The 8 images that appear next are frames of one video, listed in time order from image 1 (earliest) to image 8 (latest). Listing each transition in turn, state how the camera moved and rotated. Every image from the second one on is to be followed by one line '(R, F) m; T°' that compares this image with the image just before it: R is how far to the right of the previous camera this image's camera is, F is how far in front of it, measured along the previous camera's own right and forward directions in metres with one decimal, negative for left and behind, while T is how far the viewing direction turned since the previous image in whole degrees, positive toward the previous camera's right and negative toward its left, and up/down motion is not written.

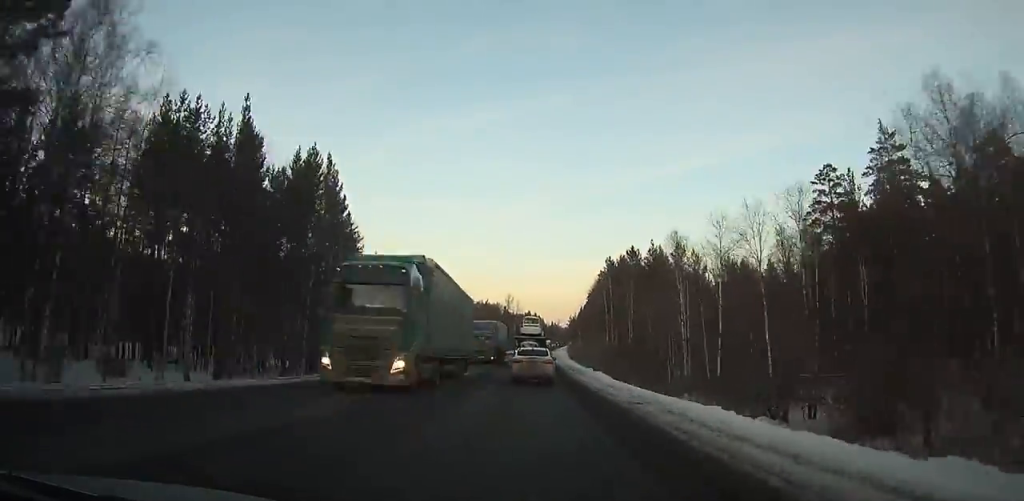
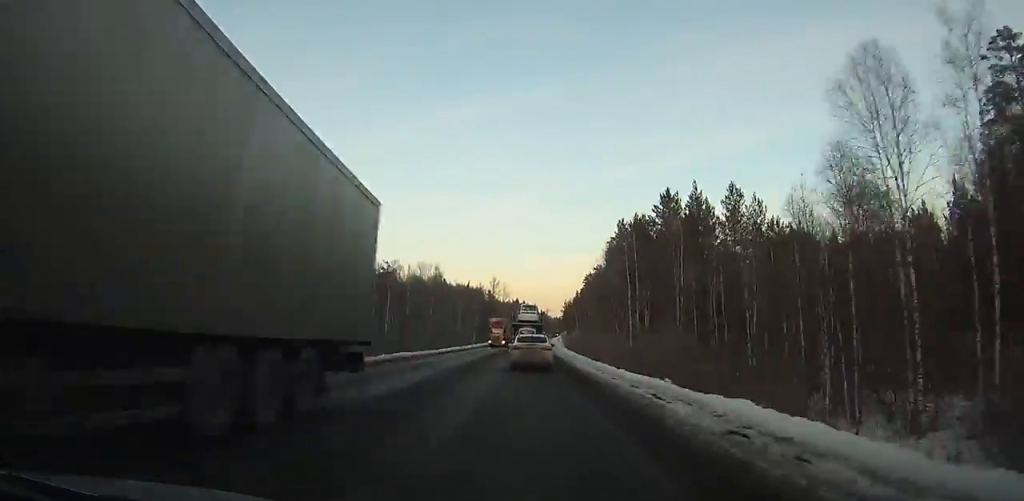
(+0.4, +32.3) m; +1°
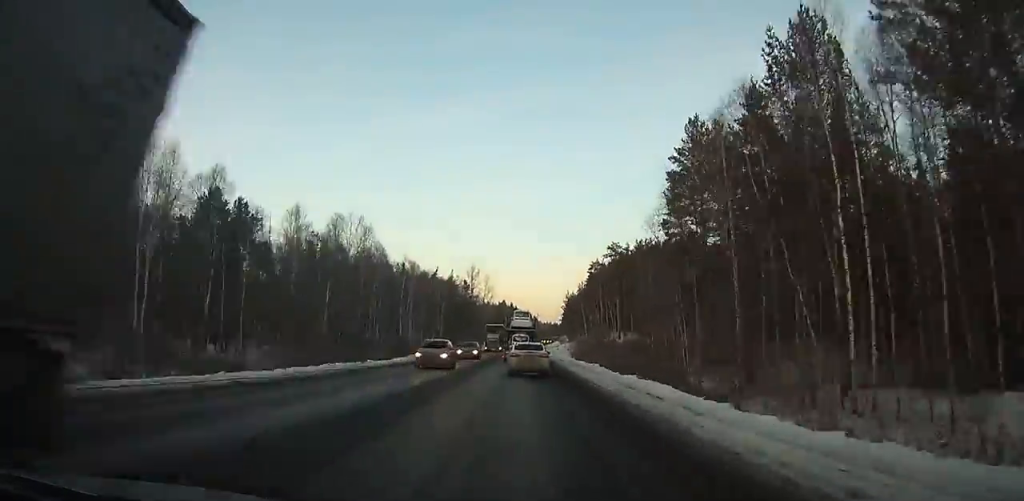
(+0.5, +53.3) m; +1°
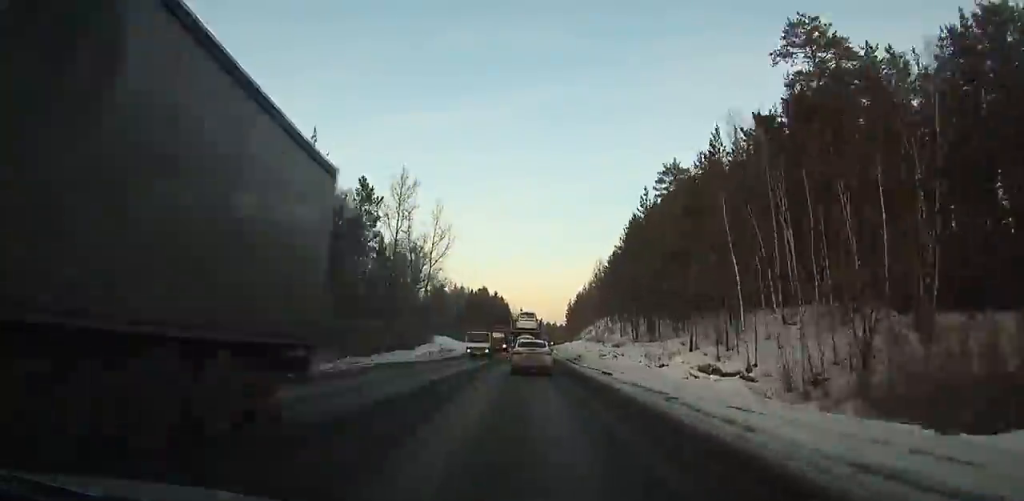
(+2.5, +99.7) m; +8°
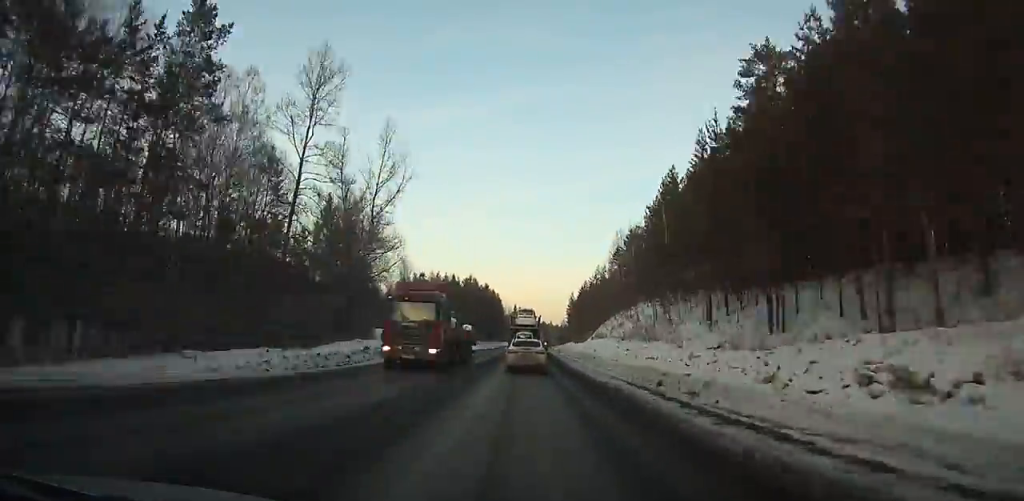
(-2.0, +35.9) m; +5°
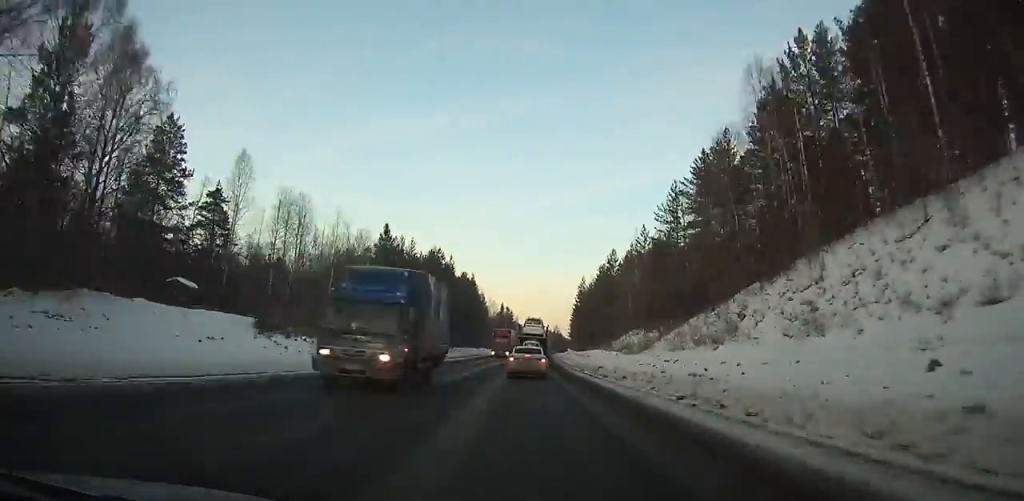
(+11.4, +64.8) m; -10°
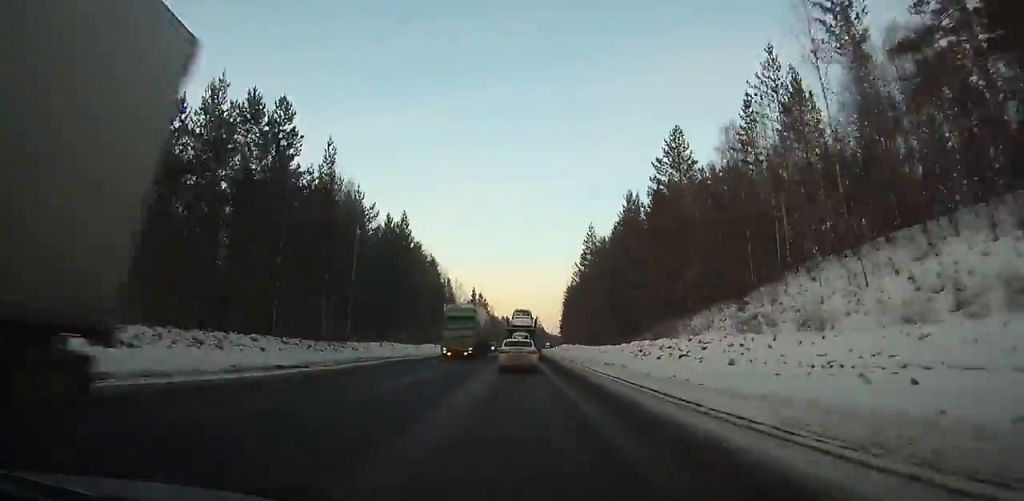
(-16.9, +44.5) m; -8°
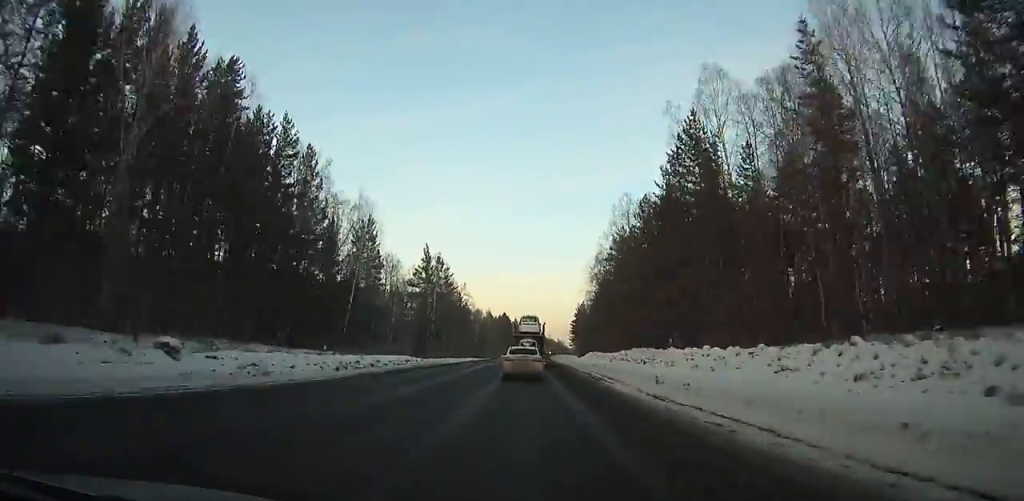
(+8.2, +93.9) m; +11°
